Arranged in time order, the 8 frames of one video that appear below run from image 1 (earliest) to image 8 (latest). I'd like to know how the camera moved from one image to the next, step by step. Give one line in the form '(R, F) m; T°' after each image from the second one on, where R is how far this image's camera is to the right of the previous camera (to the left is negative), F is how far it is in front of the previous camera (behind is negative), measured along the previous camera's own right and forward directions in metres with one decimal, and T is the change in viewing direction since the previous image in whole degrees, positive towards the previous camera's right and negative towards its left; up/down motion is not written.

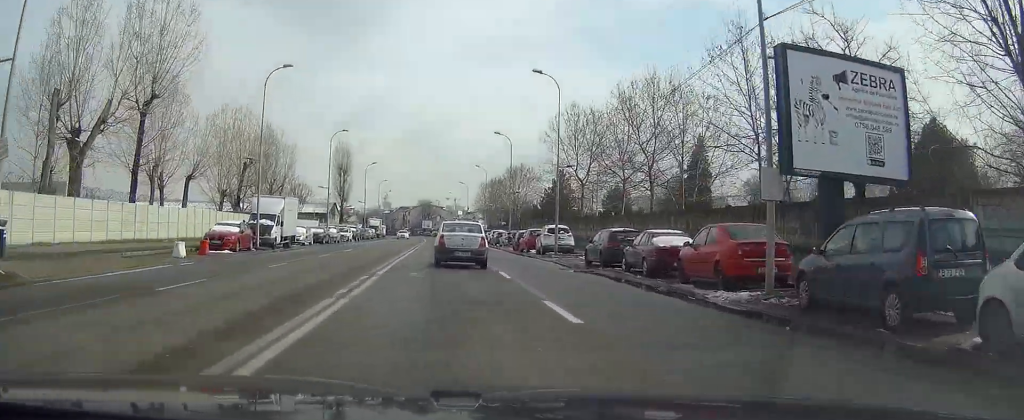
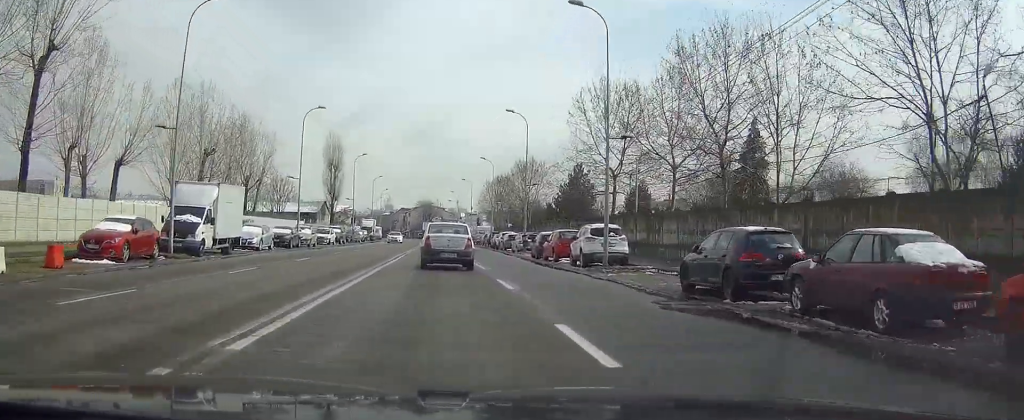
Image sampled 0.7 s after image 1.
(+0.1, +12.6) m; 0°
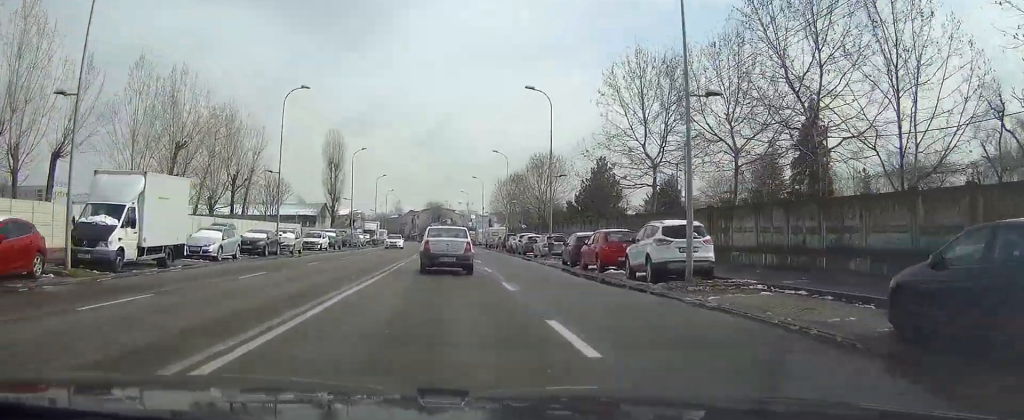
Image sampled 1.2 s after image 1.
(0.0, +8.6) m; 0°
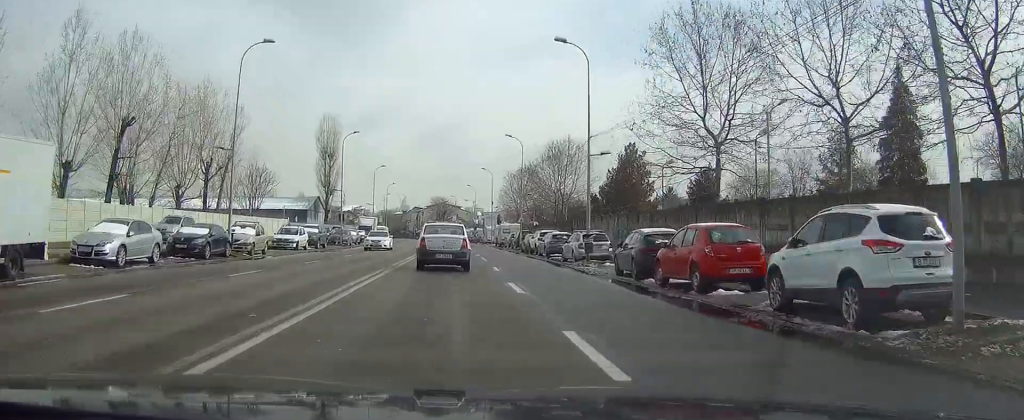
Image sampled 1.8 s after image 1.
(0.0, +10.3) m; -1°
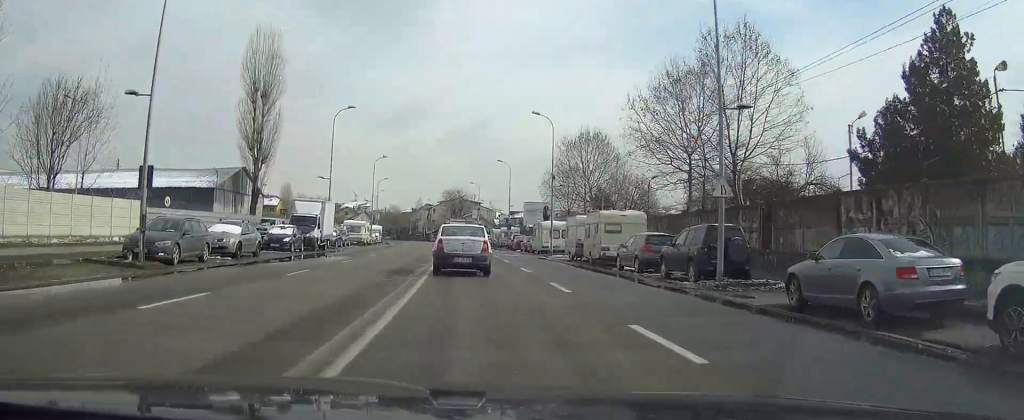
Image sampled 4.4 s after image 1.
(-0.8, +44.9) m; -1°
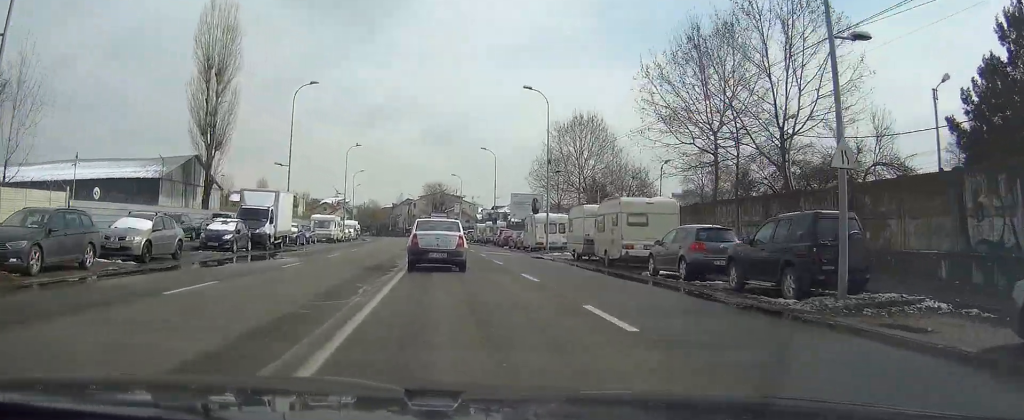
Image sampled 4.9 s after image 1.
(0.0, +7.4) m; 0°
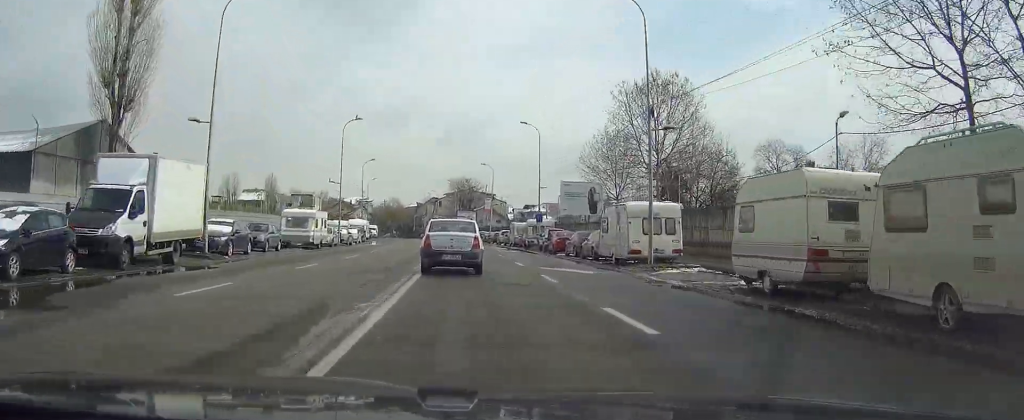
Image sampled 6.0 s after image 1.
(+0.2, +18.7) m; 0°
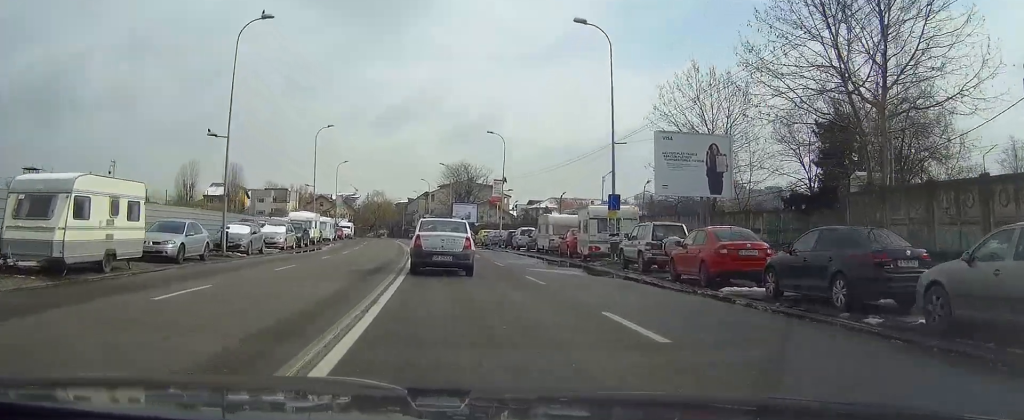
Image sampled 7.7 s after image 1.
(-0.4, +27.9) m; -1°
